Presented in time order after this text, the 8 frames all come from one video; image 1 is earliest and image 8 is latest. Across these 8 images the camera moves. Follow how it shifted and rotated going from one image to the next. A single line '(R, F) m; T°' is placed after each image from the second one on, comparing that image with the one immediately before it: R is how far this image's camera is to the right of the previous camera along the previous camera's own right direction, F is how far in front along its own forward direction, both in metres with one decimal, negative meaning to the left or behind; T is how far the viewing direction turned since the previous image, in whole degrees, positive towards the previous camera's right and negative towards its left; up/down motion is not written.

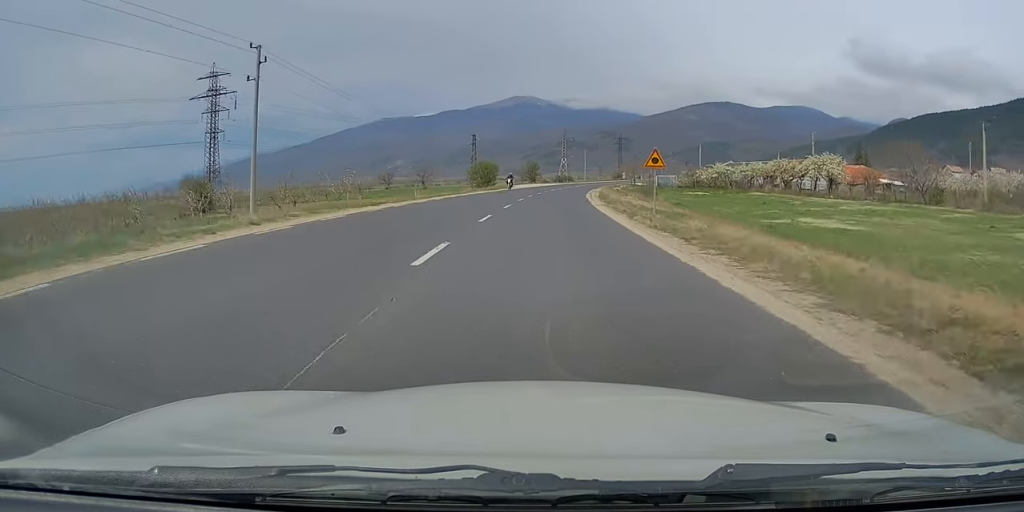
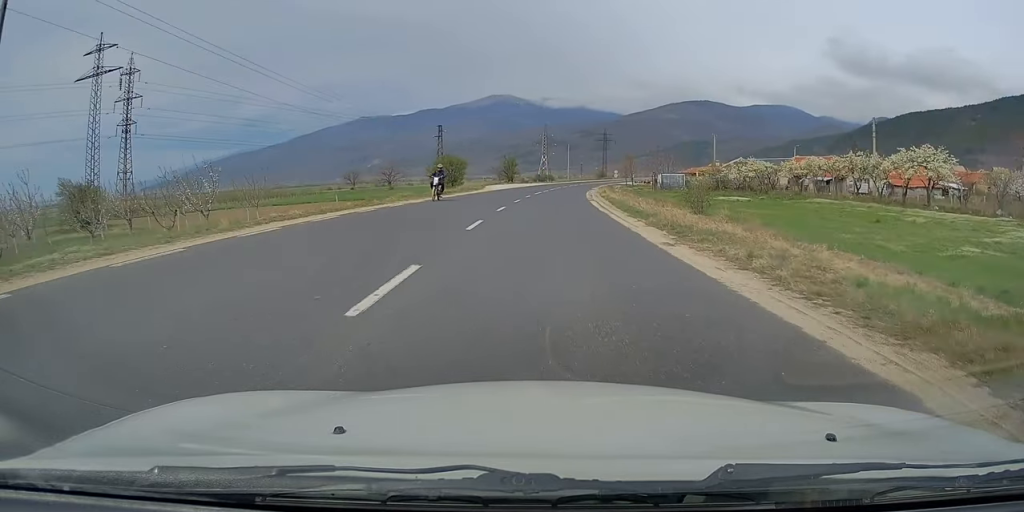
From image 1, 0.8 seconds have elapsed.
(+0.4, +20.5) m; +2°
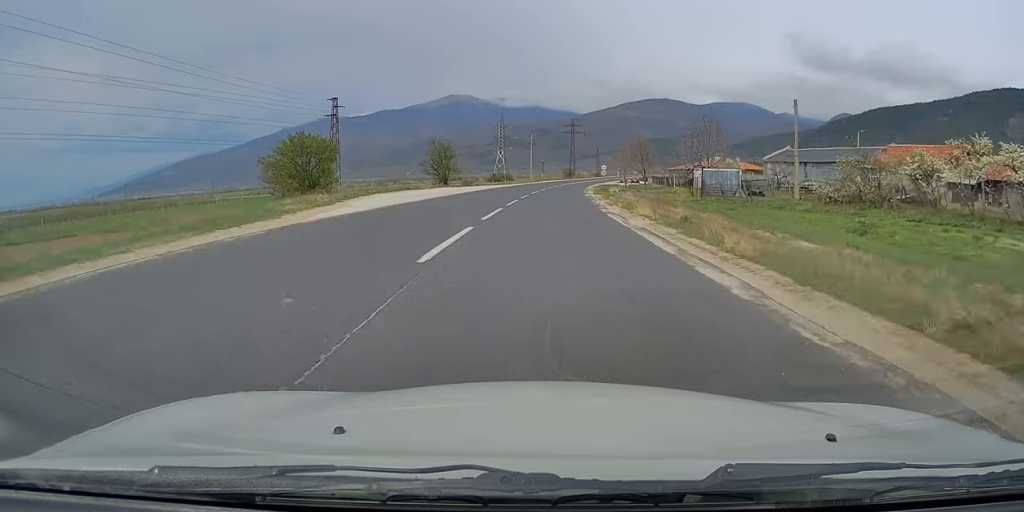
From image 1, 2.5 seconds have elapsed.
(+1.5, +40.2) m; +4°
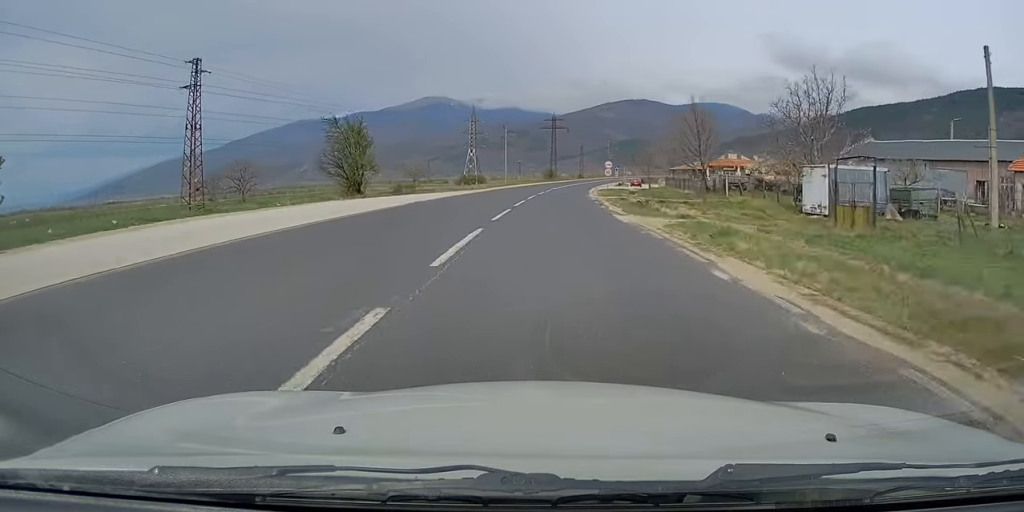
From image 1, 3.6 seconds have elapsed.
(+0.6, +26.6) m; +2°
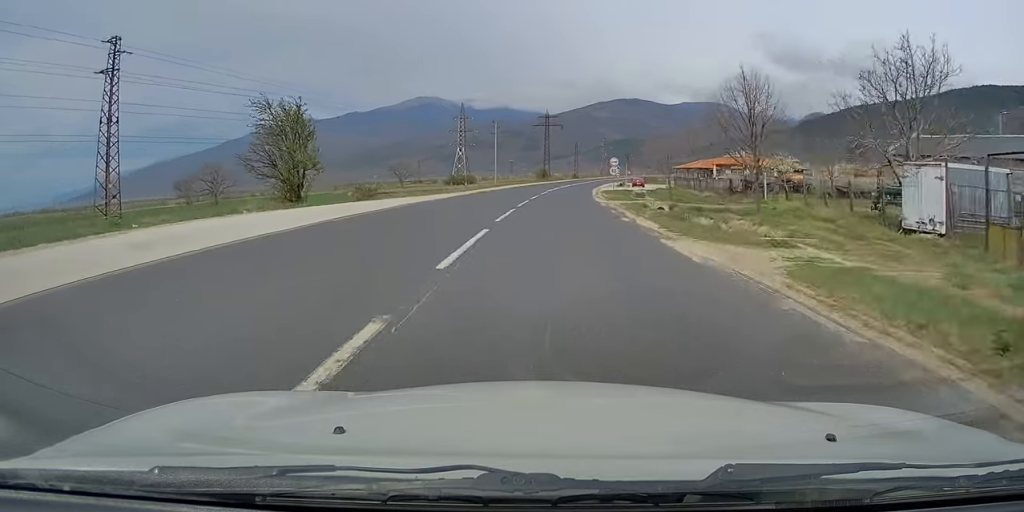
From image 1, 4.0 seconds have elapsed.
(0.0, +9.2) m; 0°
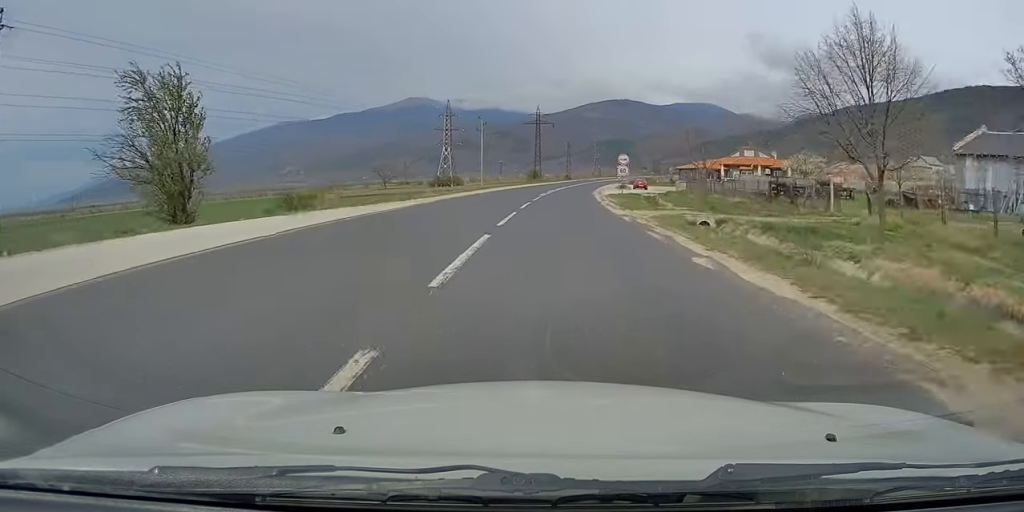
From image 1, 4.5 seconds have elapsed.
(+0.1, +9.7) m; +1°
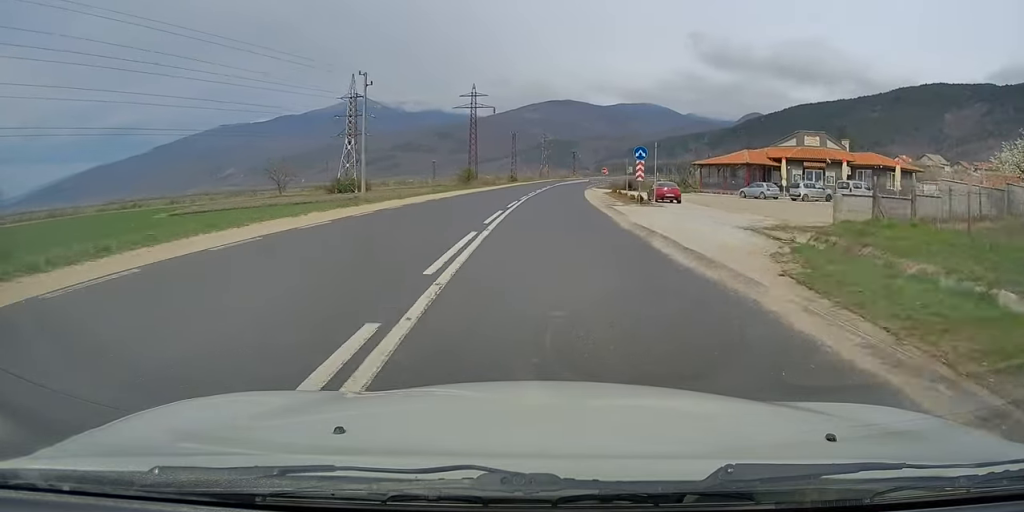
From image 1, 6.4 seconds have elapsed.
(+1.9, +42.5) m; +6°
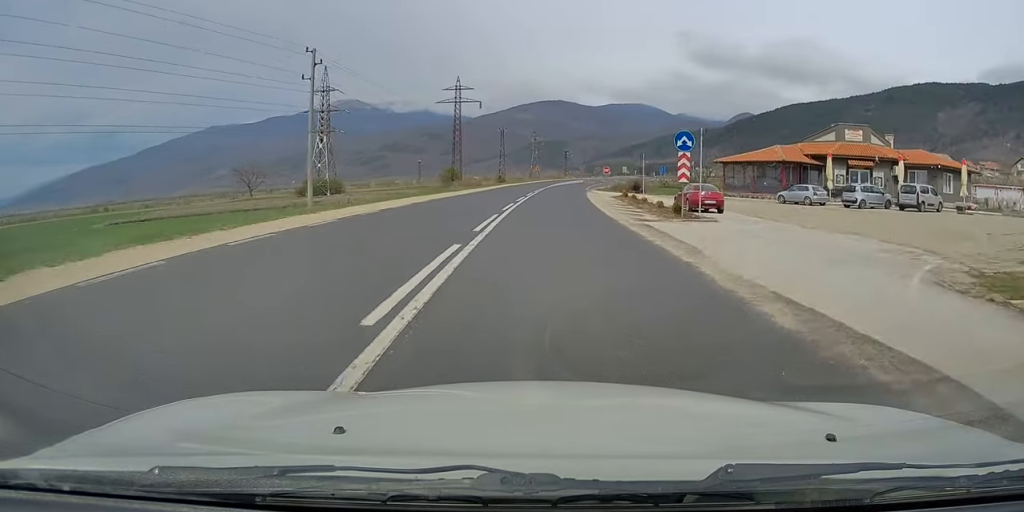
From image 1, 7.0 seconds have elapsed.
(+0.3, +11.1) m; +1°
